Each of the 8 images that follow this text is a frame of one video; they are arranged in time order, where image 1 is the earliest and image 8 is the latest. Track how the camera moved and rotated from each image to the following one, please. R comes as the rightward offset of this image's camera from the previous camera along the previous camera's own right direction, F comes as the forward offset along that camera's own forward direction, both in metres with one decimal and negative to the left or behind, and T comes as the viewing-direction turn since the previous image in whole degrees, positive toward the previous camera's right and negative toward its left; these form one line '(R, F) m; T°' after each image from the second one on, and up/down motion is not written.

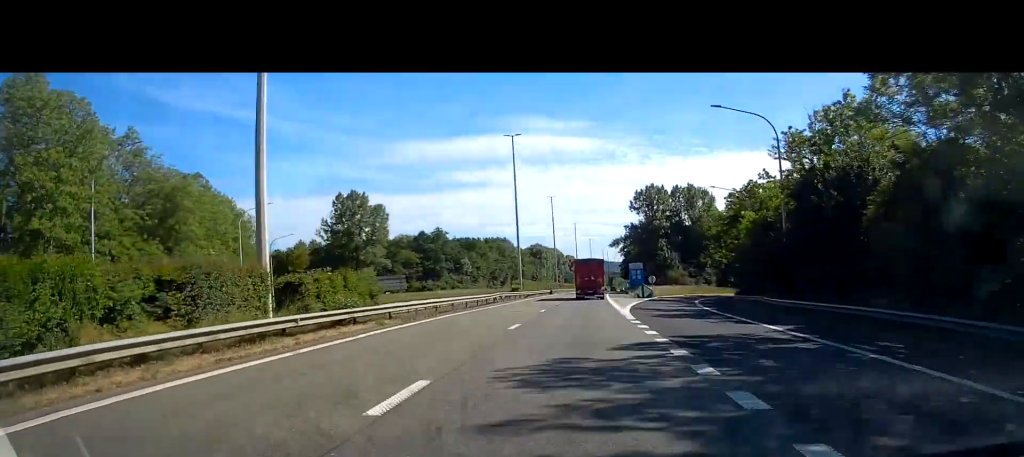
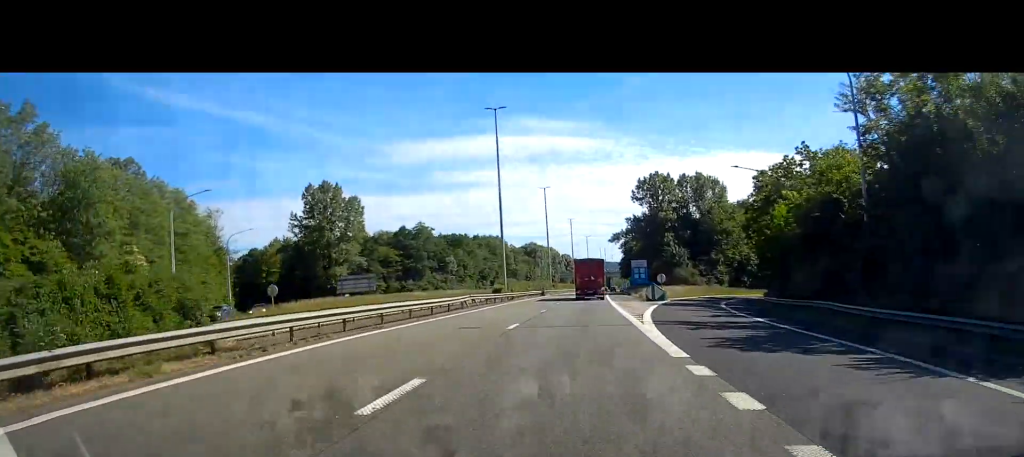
(0.0, +12.9) m; 0°
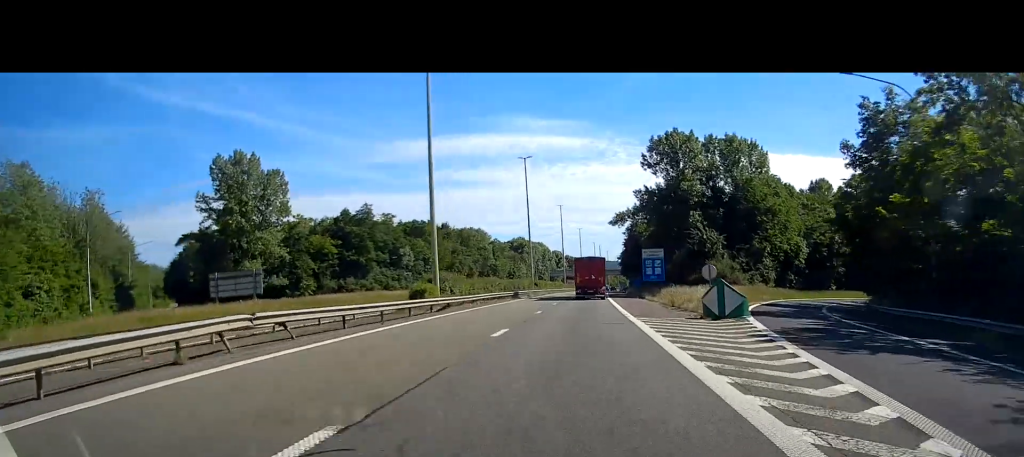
(+0.2, +29.3) m; +1°
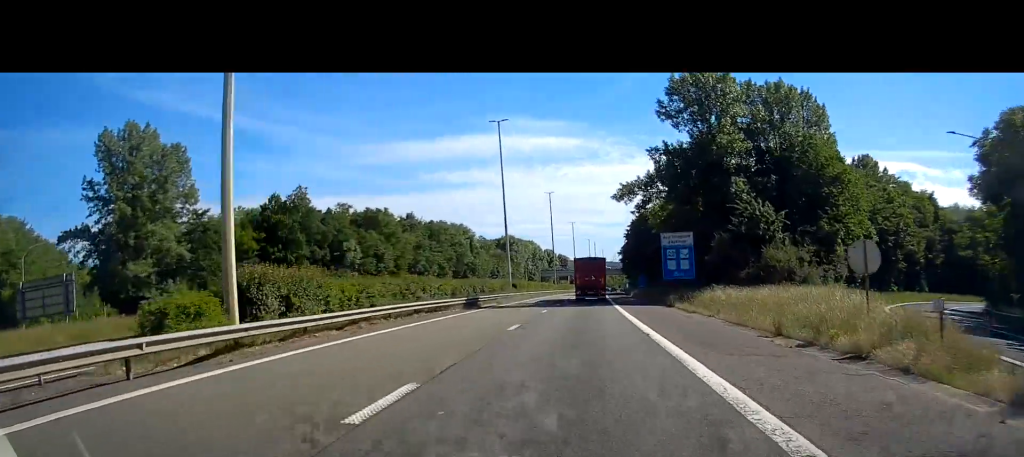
(+0.2, +23.1) m; +1°
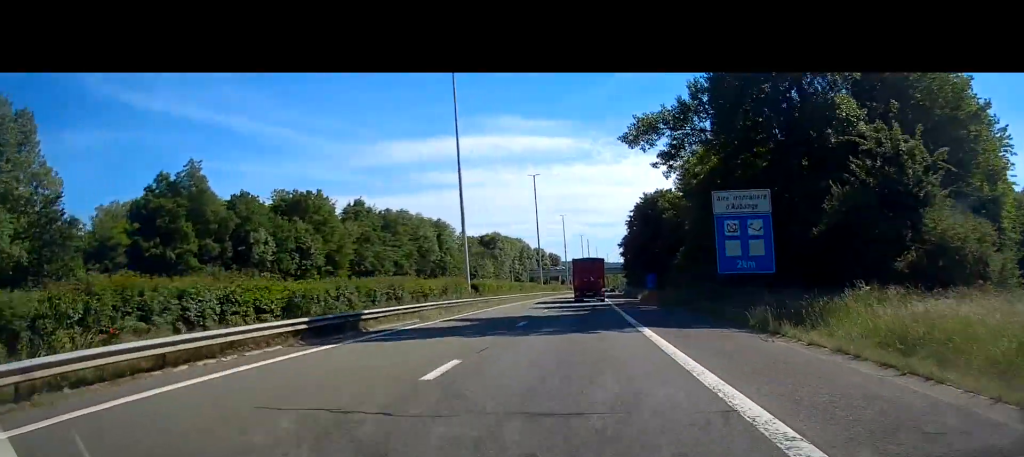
(0.0, +22.9) m; 0°
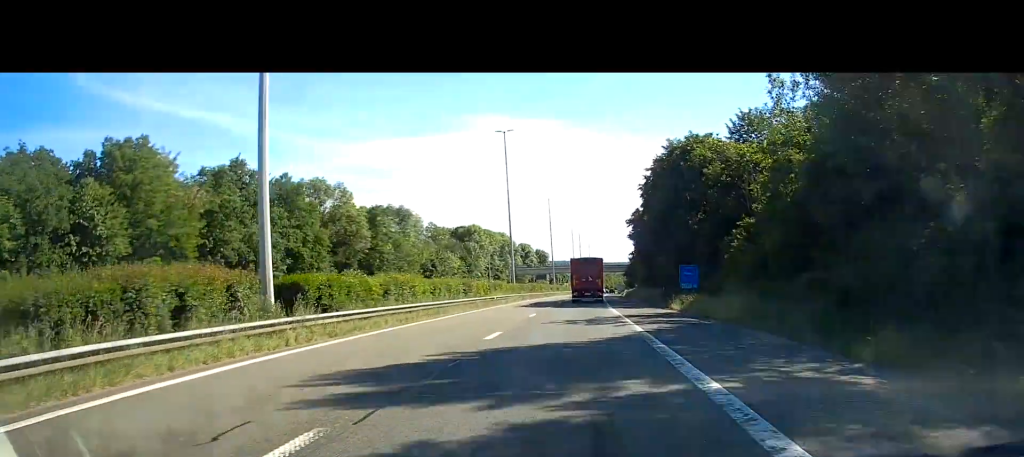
(+0.3, +31.8) m; +1°
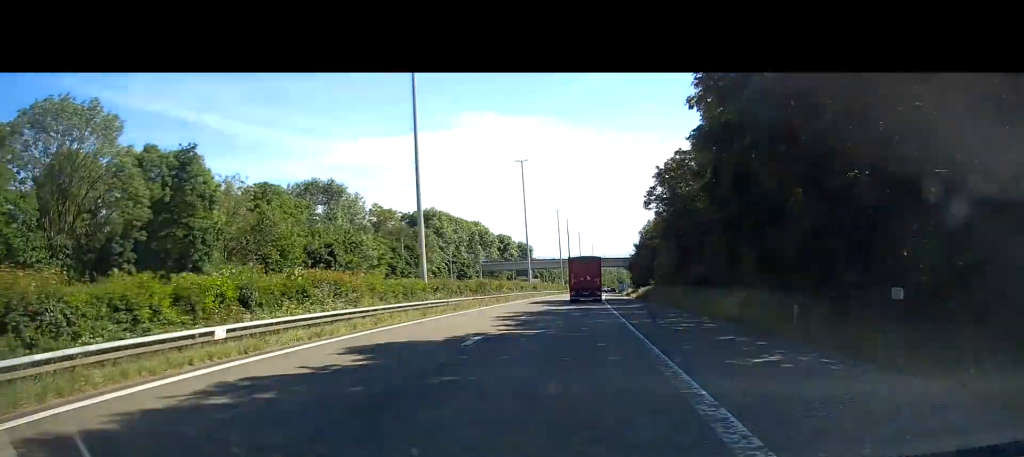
(+0.1, +40.3) m; 0°
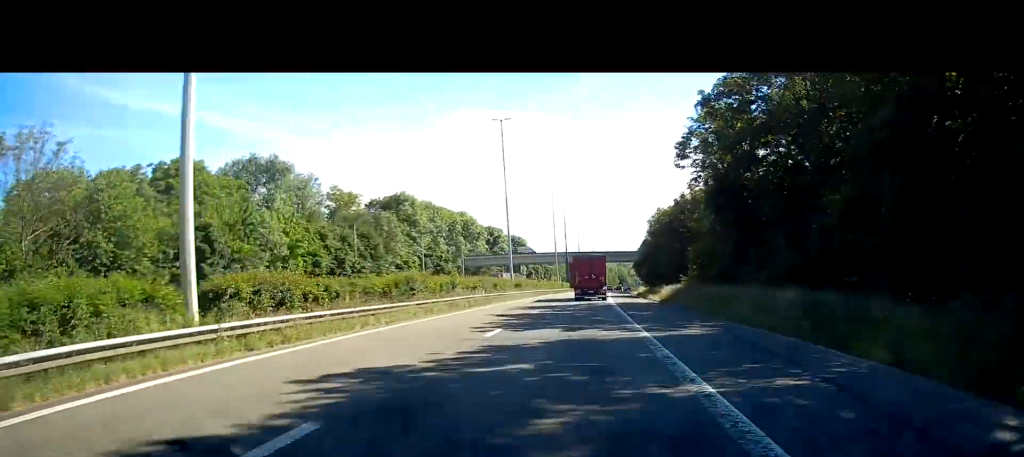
(+0.1, +23.5) m; 0°
